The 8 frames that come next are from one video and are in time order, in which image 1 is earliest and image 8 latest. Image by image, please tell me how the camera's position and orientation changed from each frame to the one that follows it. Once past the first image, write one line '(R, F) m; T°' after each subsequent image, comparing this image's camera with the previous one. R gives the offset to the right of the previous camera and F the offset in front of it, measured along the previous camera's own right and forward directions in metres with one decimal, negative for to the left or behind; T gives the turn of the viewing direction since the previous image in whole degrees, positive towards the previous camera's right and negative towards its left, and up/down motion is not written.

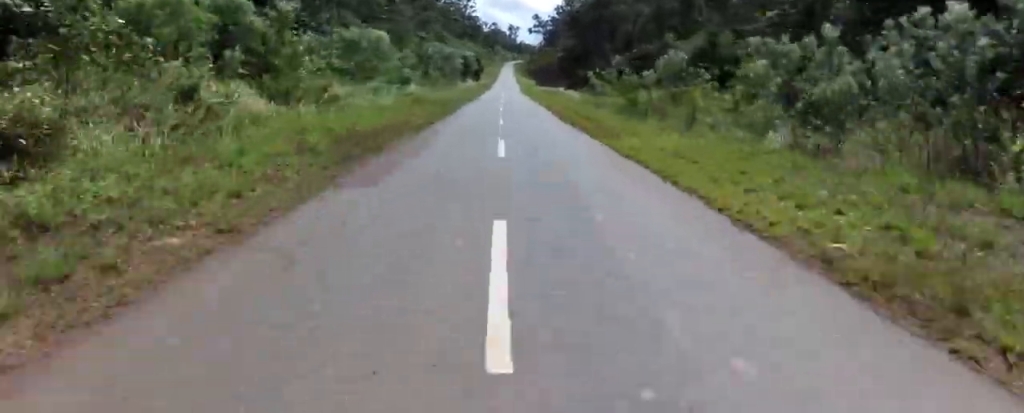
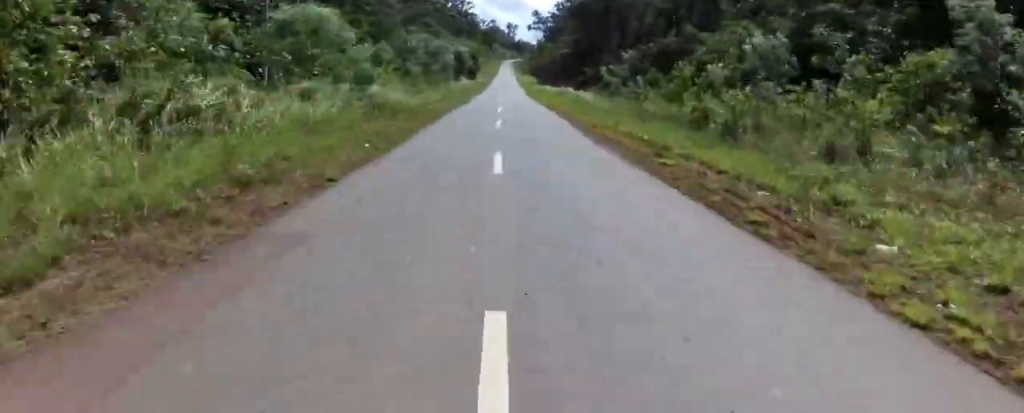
(0.0, +11.4) m; +1°
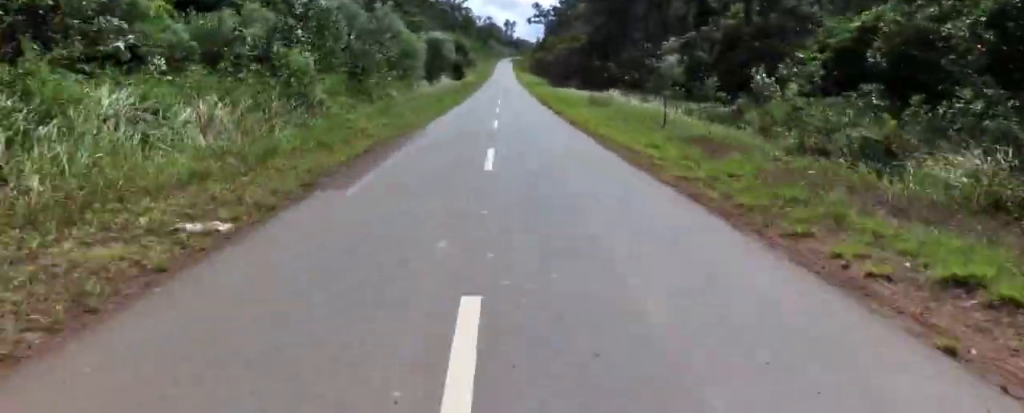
(-0.3, +23.9) m; 0°
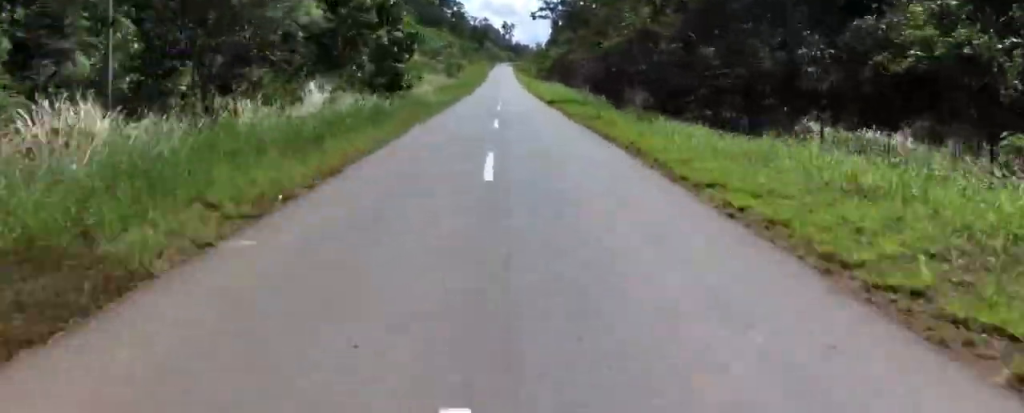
(-0.9, +40.6) m; -3°
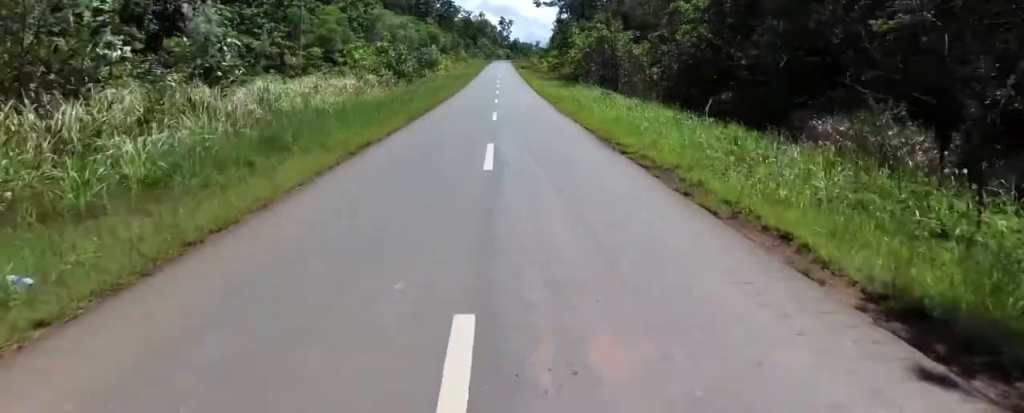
(-0.4, +32.2) m; +3°
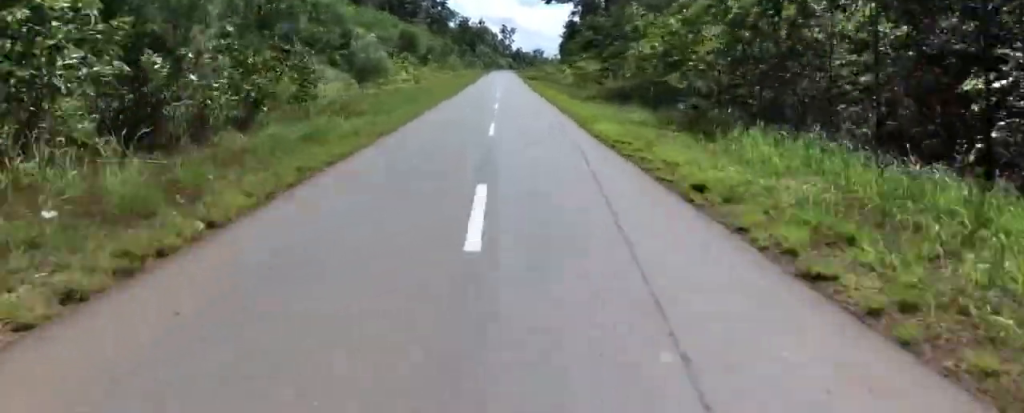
(+2.1, +28.7) m; 0°
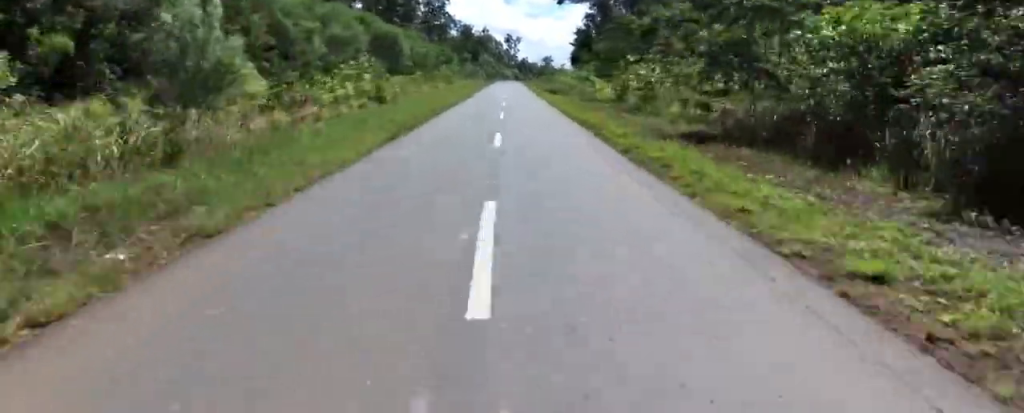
(-1.3, +16.9) m; -2°
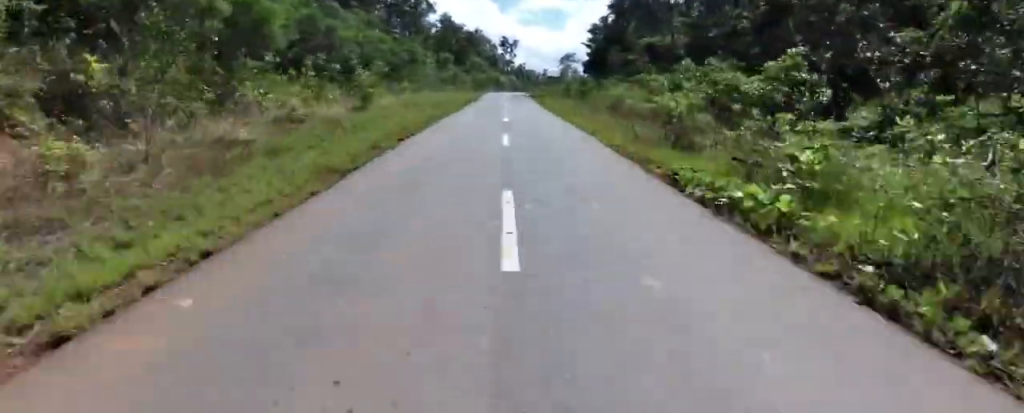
(-0.3, +38.8) m; 0°
